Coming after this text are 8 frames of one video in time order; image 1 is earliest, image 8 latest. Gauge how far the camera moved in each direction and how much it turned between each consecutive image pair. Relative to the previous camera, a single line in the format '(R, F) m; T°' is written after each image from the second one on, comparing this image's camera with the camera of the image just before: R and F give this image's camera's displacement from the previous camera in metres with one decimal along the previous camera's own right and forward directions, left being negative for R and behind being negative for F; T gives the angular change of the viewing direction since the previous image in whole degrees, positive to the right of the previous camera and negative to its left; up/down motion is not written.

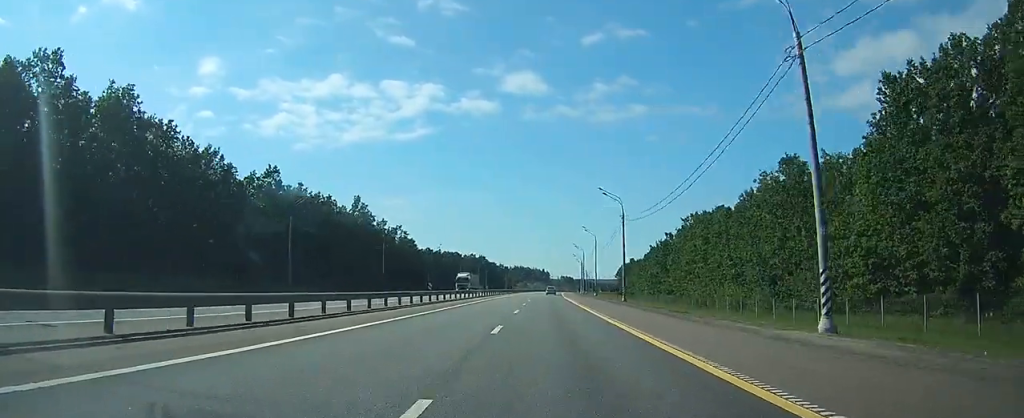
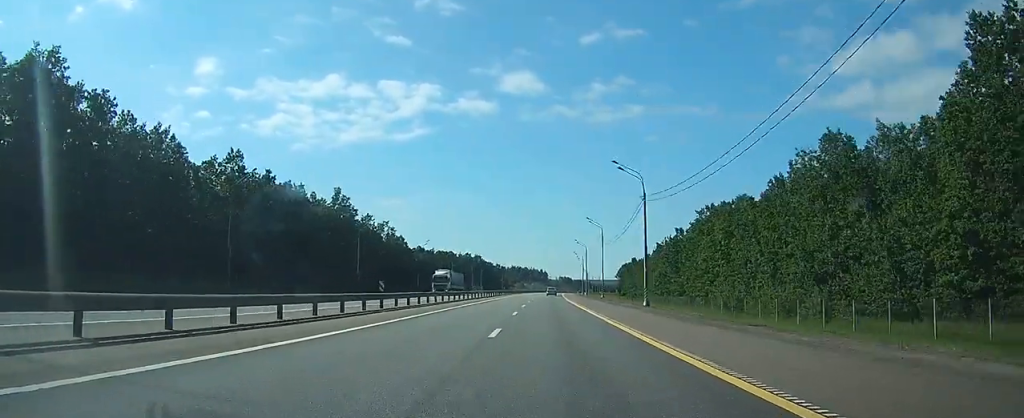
(0.0, +12.8) m; 0°
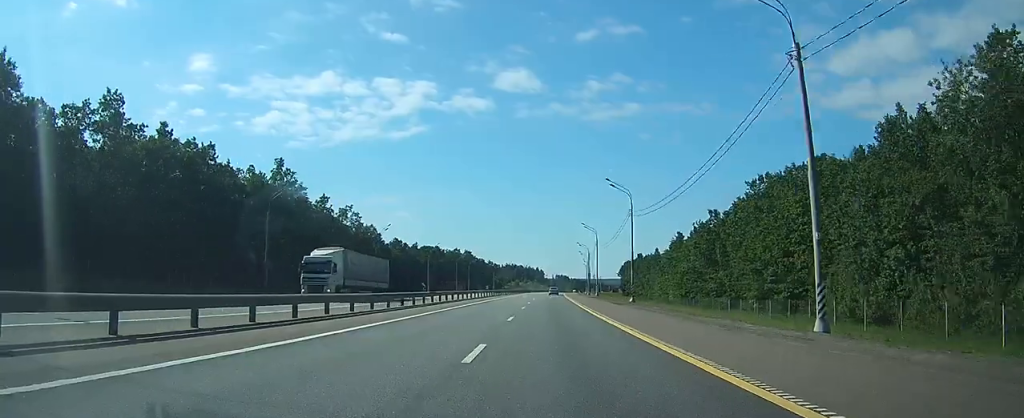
(+0.3, +28.9) m; +1°
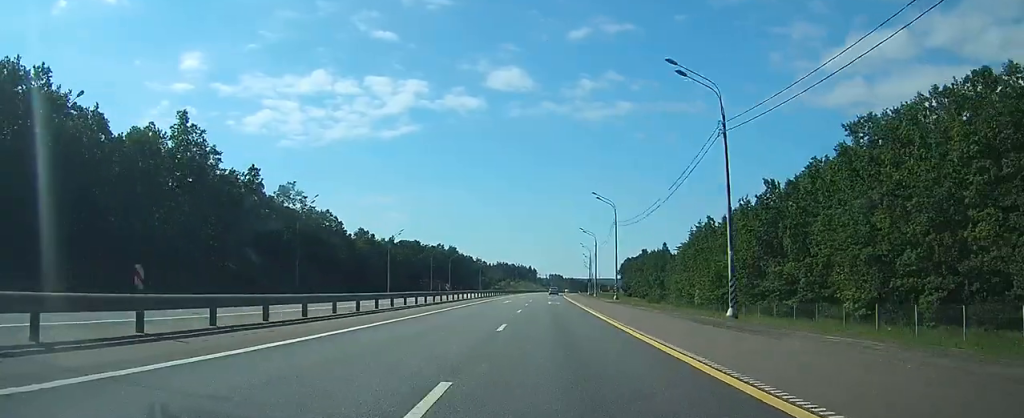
(0.0, +29.0) m; 0°
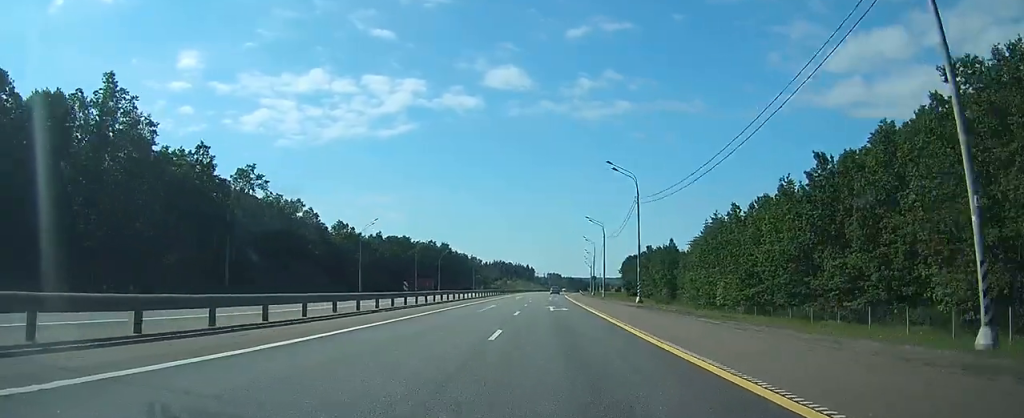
(+0.1, +15.1) m; 0°
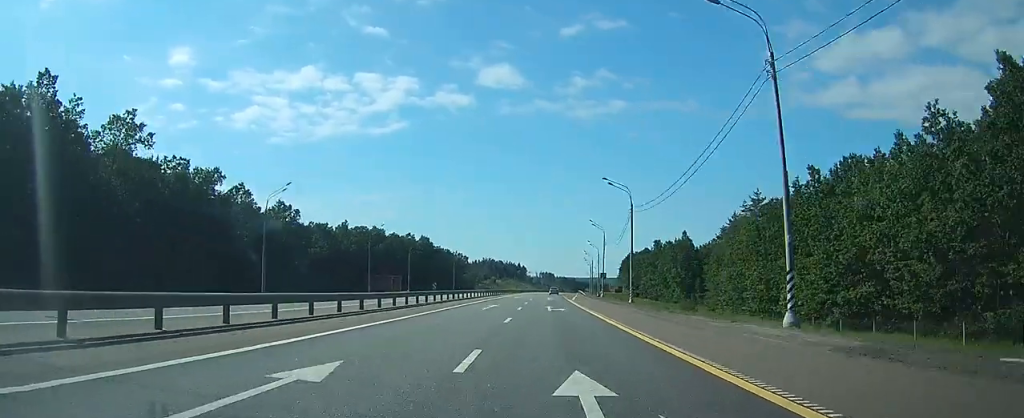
(+0.1, +29.1) m; 0°
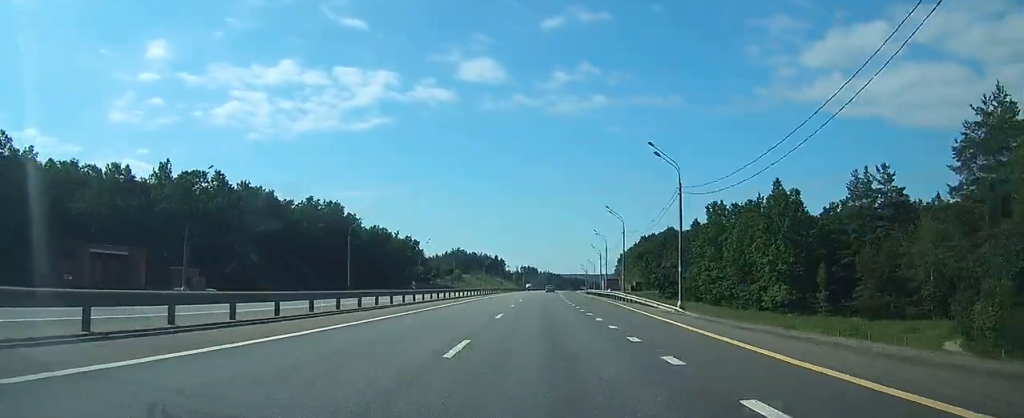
(+1.4, +83.0) m; +2°
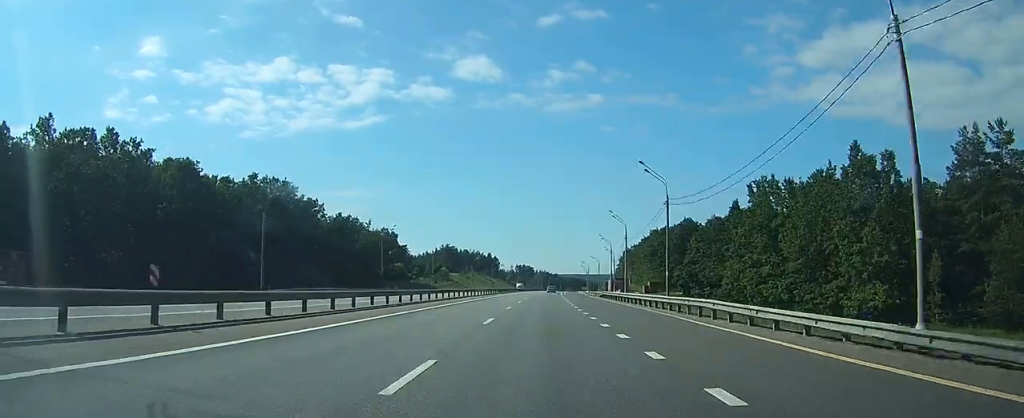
(+0.1, +27.9) m; +1°
